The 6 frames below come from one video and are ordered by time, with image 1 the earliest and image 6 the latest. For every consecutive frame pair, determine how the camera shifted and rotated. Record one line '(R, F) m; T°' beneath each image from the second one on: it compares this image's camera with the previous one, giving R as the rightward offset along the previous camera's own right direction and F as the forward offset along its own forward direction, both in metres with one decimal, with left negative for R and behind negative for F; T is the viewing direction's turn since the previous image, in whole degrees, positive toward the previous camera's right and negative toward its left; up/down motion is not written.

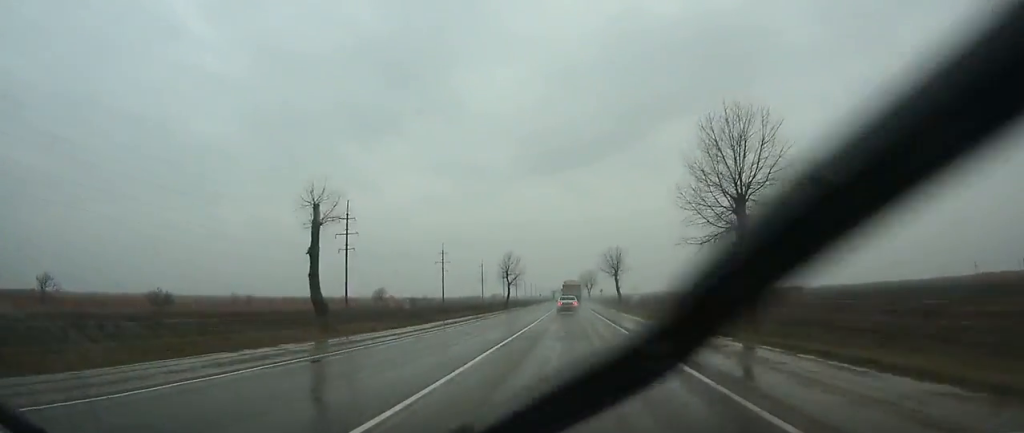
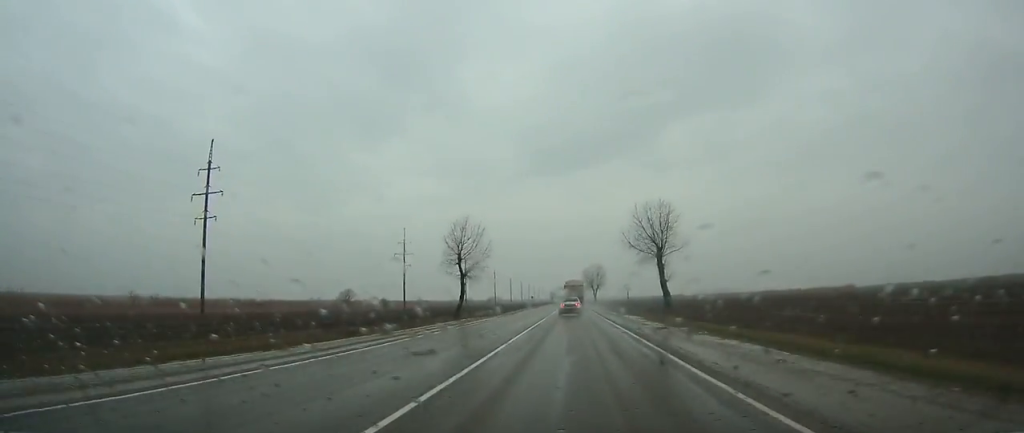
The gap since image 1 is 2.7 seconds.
(0.0, +48.6) m; 0°
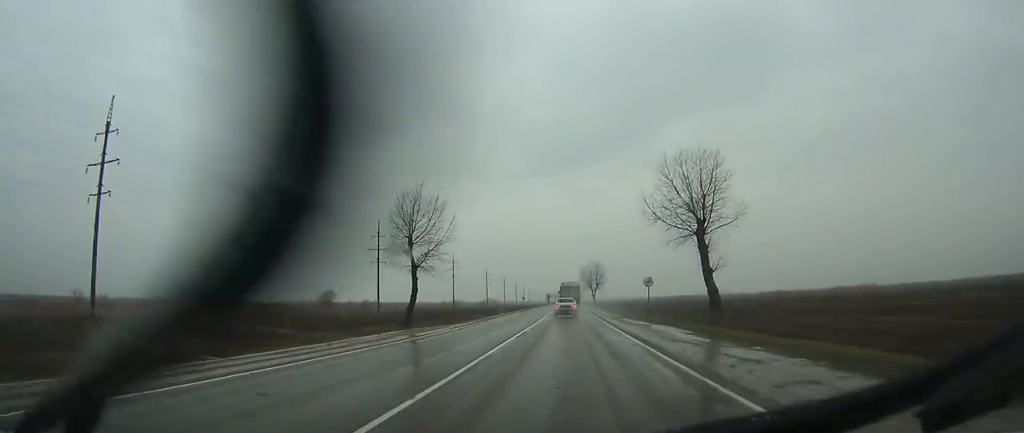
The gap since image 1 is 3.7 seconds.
(0.0, +18.2) m; 0°
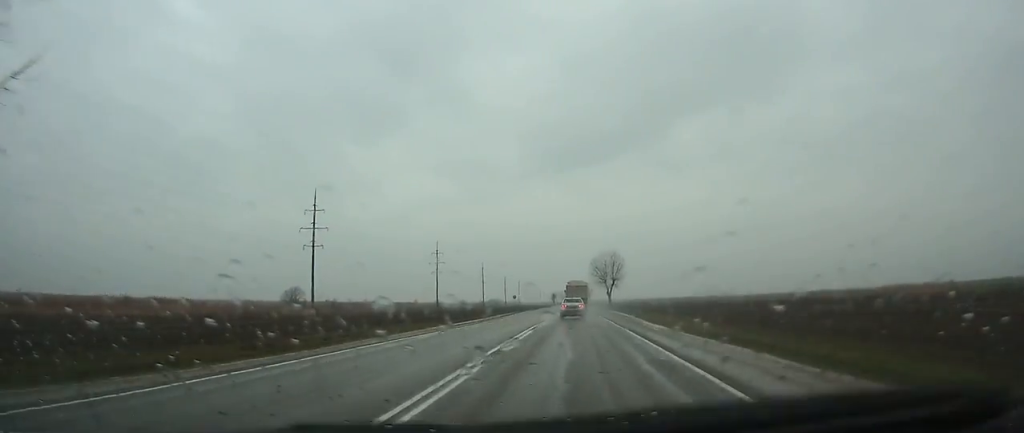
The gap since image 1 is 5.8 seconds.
(0.0, +38.8) m; 0°
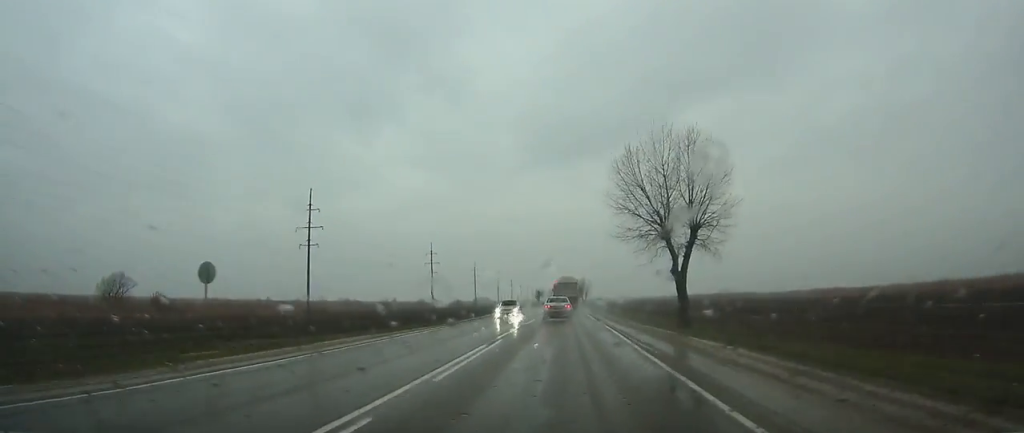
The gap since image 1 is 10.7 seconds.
(-0.6, +88.0) m; -1°
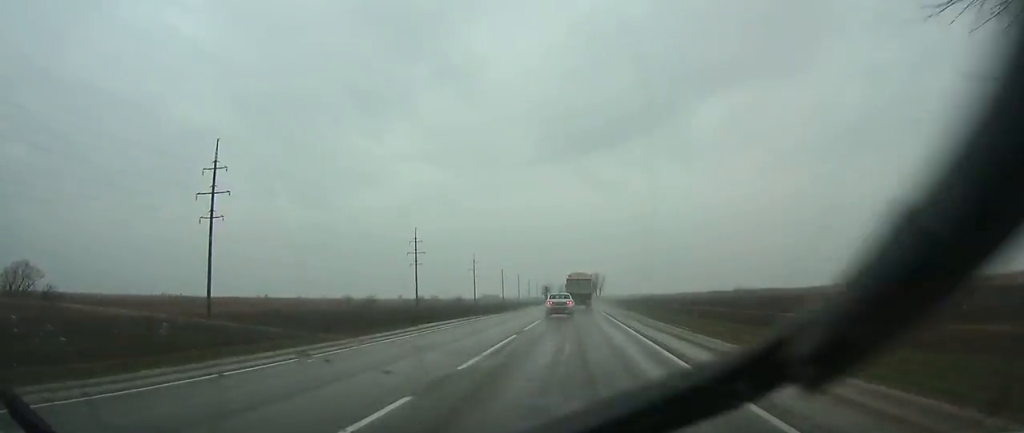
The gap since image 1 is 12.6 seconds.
(0.0, +32.6) m; 0°
